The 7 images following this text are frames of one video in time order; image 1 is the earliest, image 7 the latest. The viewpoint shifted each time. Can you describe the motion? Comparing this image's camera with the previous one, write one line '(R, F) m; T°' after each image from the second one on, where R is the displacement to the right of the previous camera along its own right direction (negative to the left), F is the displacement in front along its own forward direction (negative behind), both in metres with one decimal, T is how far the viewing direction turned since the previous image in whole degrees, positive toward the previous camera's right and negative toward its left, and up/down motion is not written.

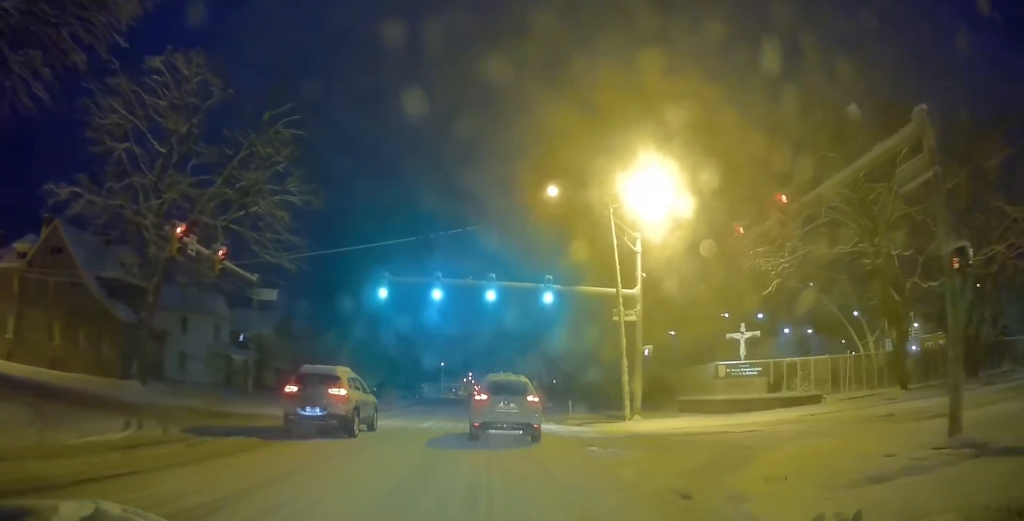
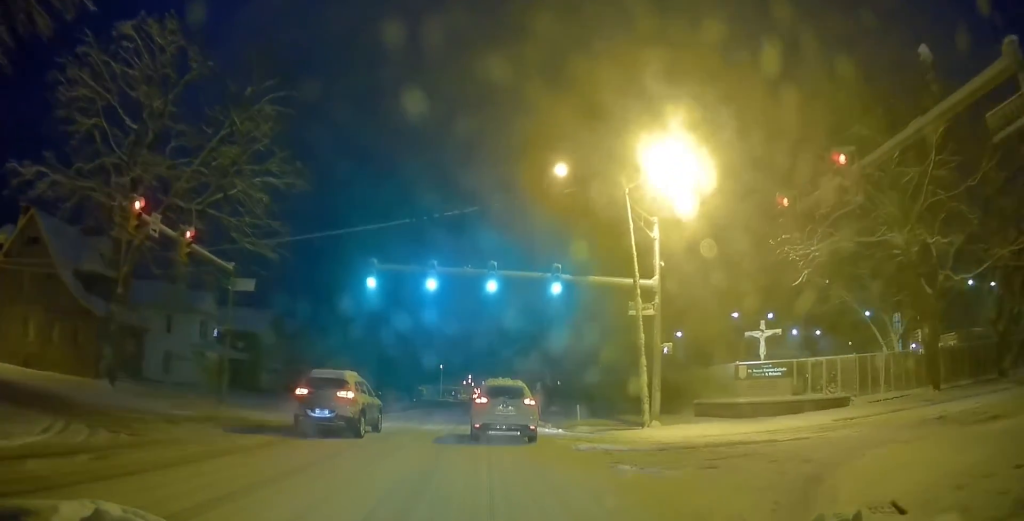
(-0.1, +2.7) m; 0°
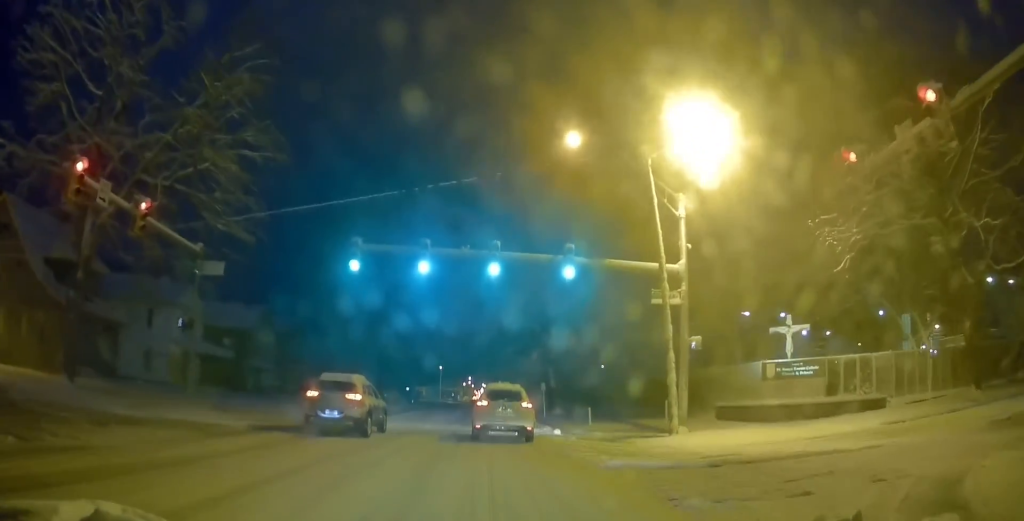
(-0.1, +3.0) m; +3°
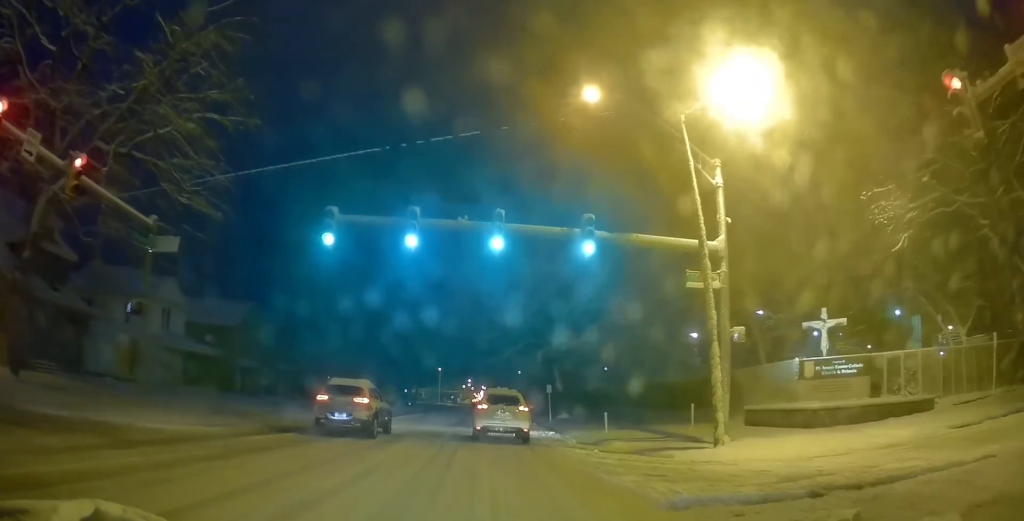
(+0.4, +3.4) m; -2°
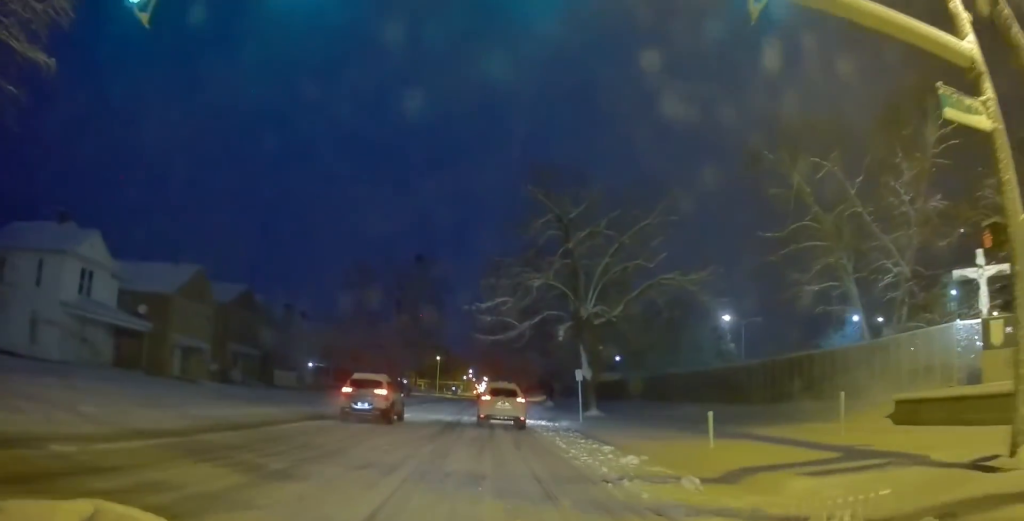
(-0.5, +10.5) m; 0°
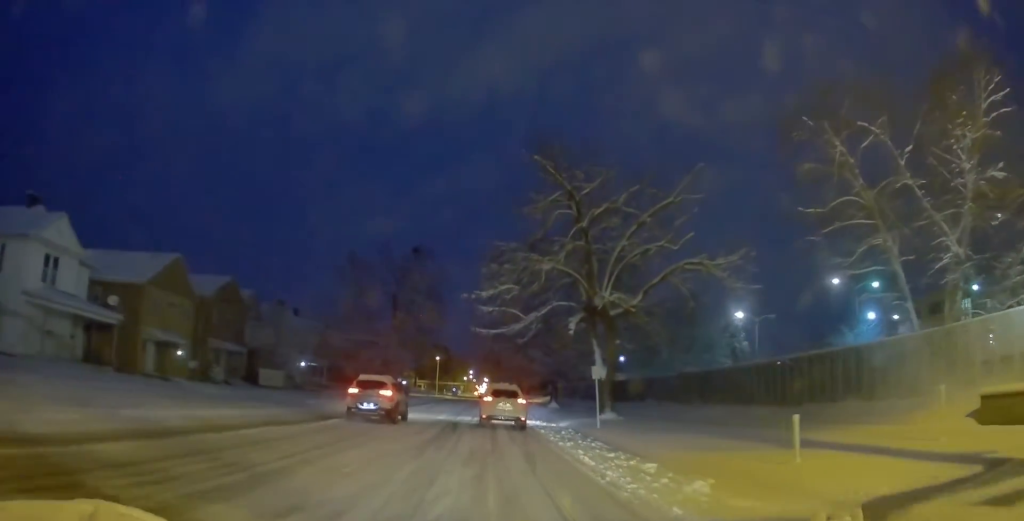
(+0.1, +3.7) m; +2°
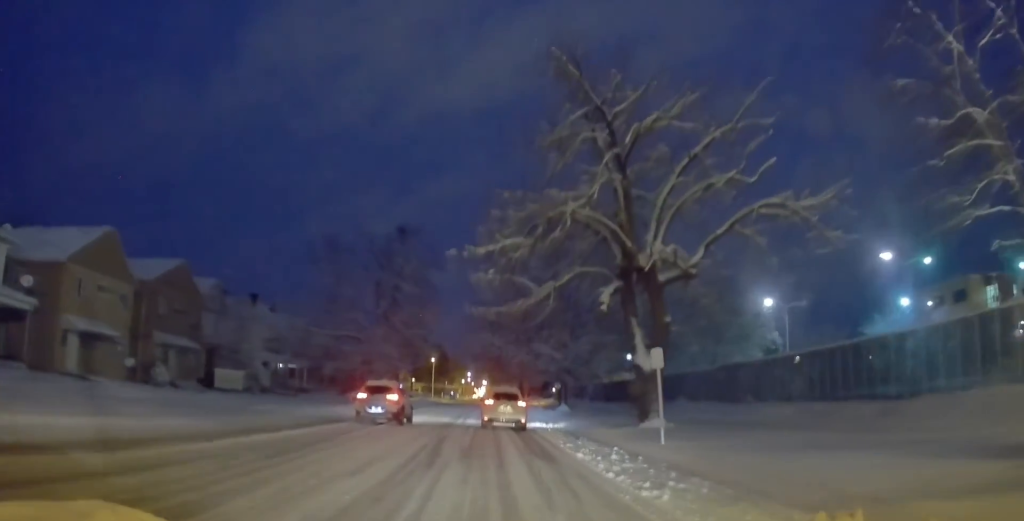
(0.0, +8.0) m; -1°
